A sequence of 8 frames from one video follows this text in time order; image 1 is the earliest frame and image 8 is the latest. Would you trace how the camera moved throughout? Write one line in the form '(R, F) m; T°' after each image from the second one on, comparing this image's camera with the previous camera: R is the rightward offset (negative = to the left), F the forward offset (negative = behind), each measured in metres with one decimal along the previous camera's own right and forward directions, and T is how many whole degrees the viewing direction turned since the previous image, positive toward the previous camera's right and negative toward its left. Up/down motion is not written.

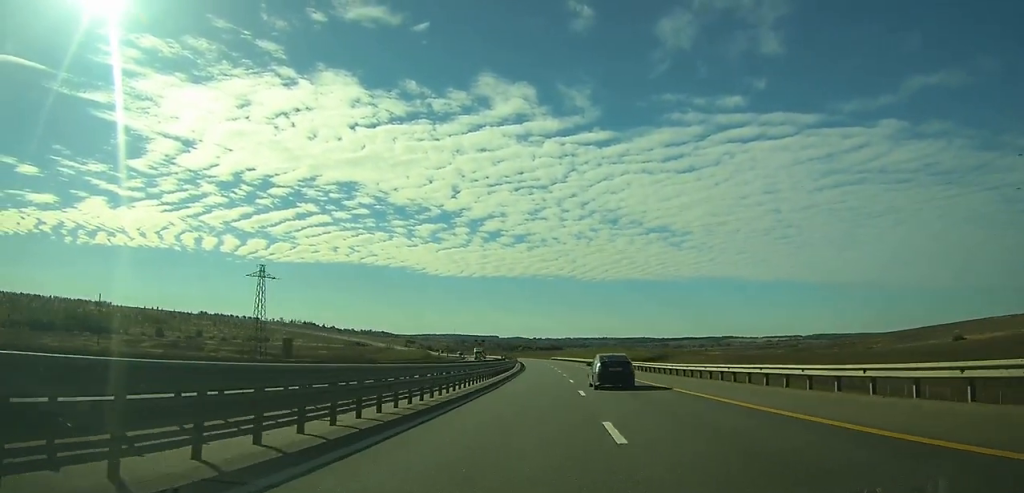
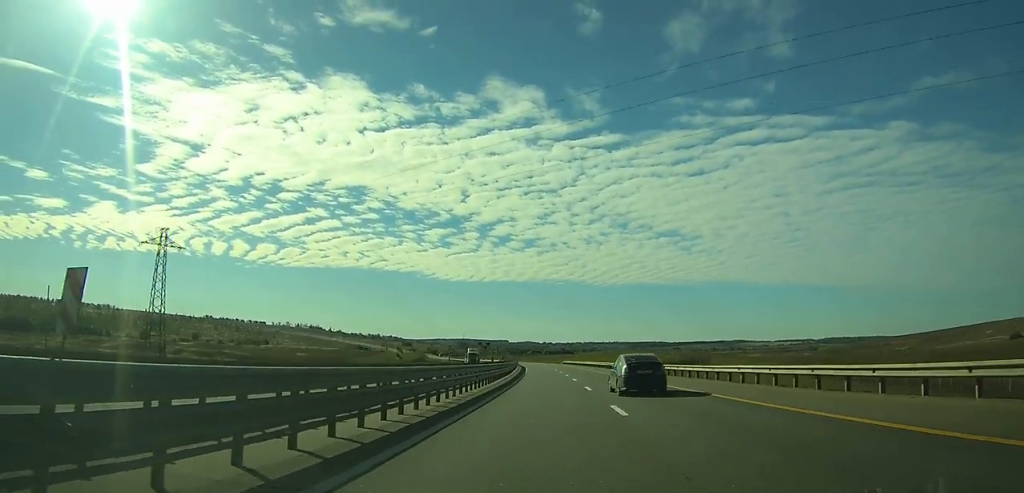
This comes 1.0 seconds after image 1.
(-0.3, +31.1) m; -1°
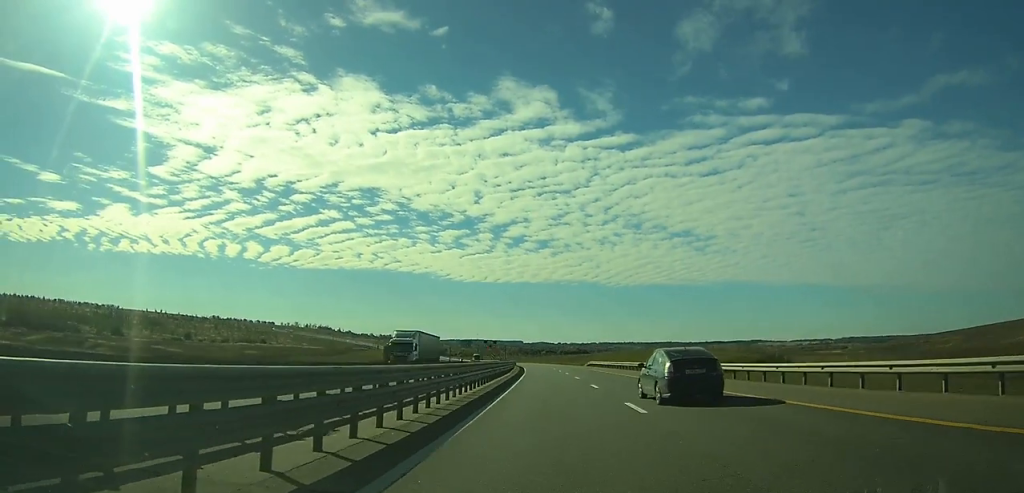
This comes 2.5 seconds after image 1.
(-1.1, +47.7) m; -1°
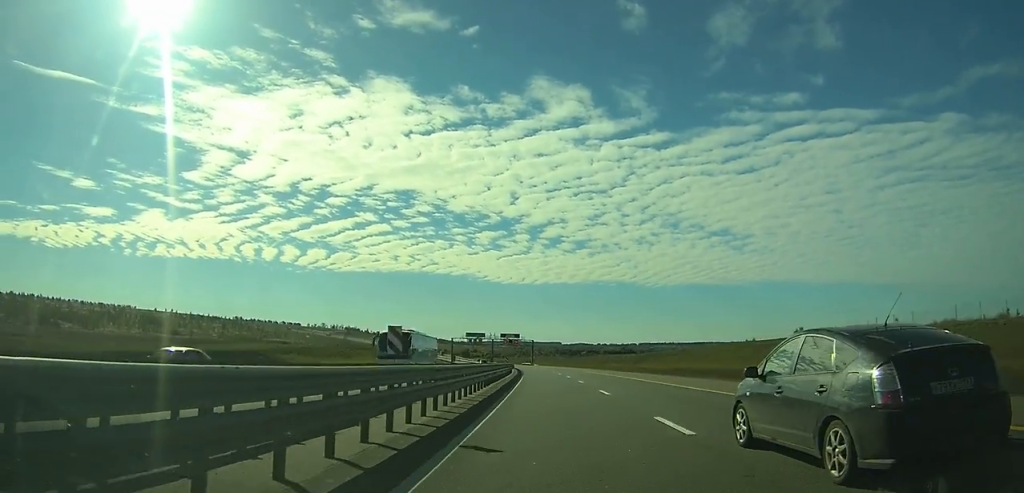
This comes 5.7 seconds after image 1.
(-2.3, +99.4) m; -6°
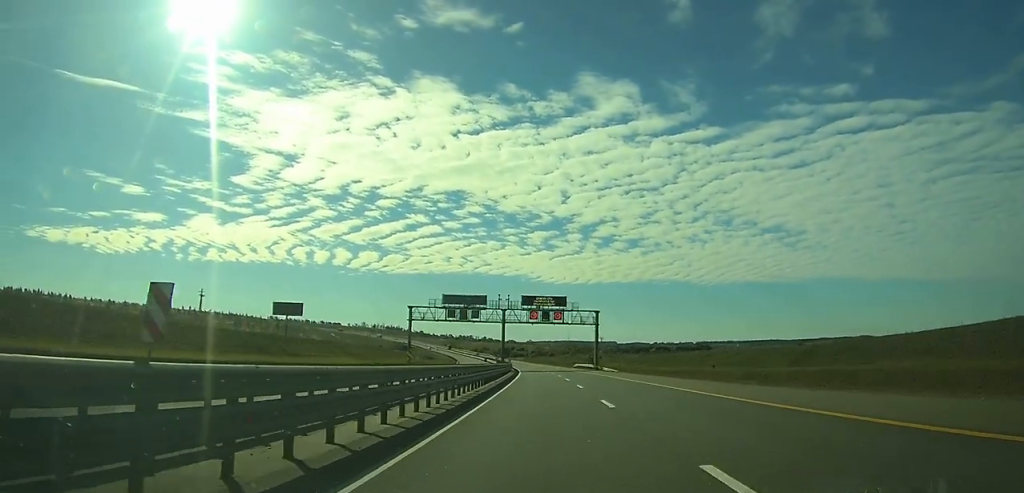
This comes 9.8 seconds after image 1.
(-12.1, +124.5) m; -8°
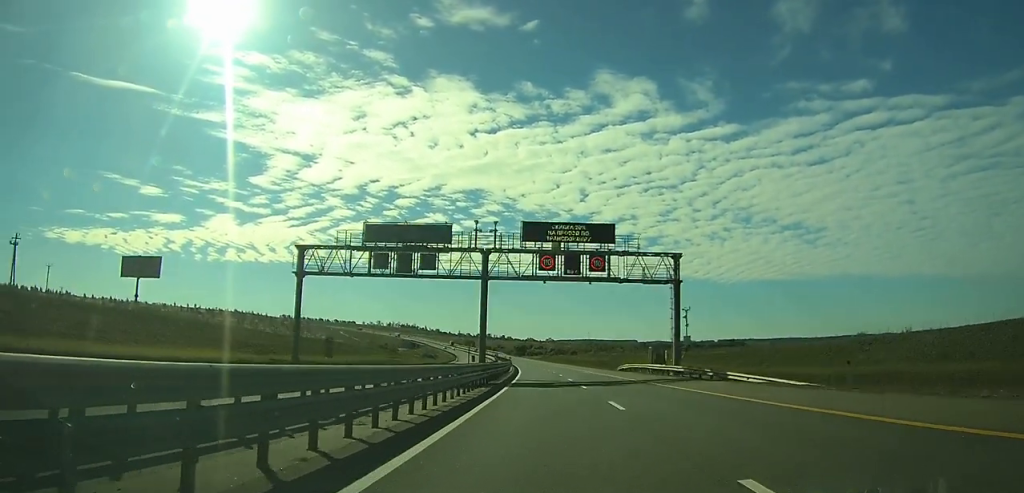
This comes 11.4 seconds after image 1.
(0.0, +49.1) m; 0°
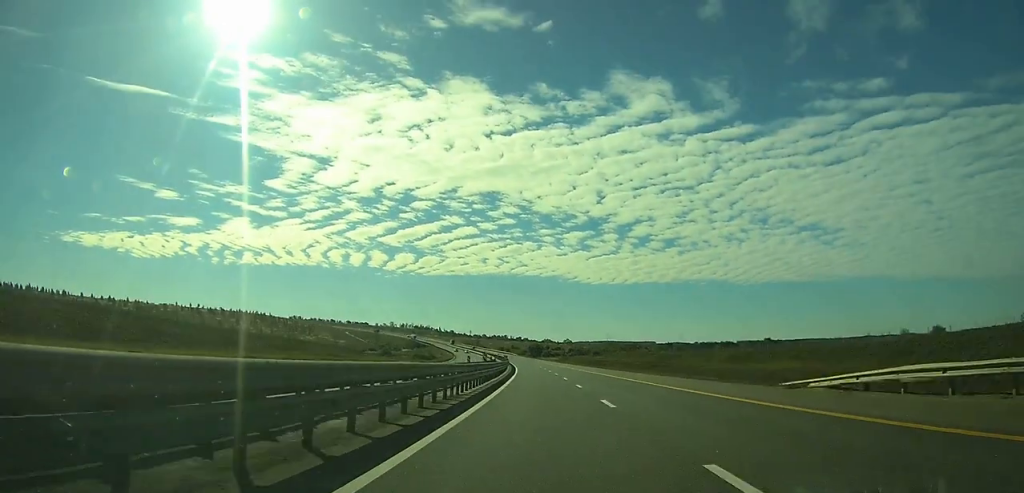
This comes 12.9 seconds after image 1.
(0.0, +47.0) m; 0°
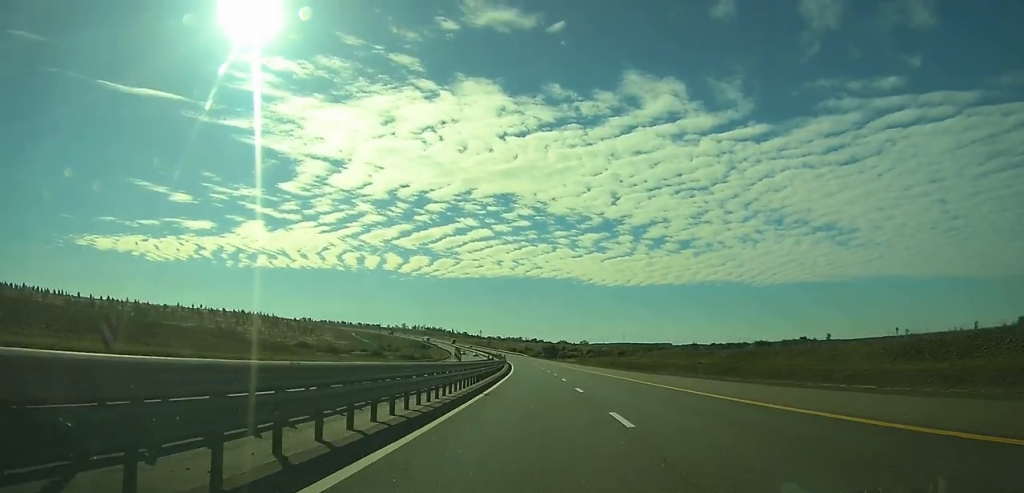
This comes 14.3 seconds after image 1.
(0.0, +40.9) m; 0°
